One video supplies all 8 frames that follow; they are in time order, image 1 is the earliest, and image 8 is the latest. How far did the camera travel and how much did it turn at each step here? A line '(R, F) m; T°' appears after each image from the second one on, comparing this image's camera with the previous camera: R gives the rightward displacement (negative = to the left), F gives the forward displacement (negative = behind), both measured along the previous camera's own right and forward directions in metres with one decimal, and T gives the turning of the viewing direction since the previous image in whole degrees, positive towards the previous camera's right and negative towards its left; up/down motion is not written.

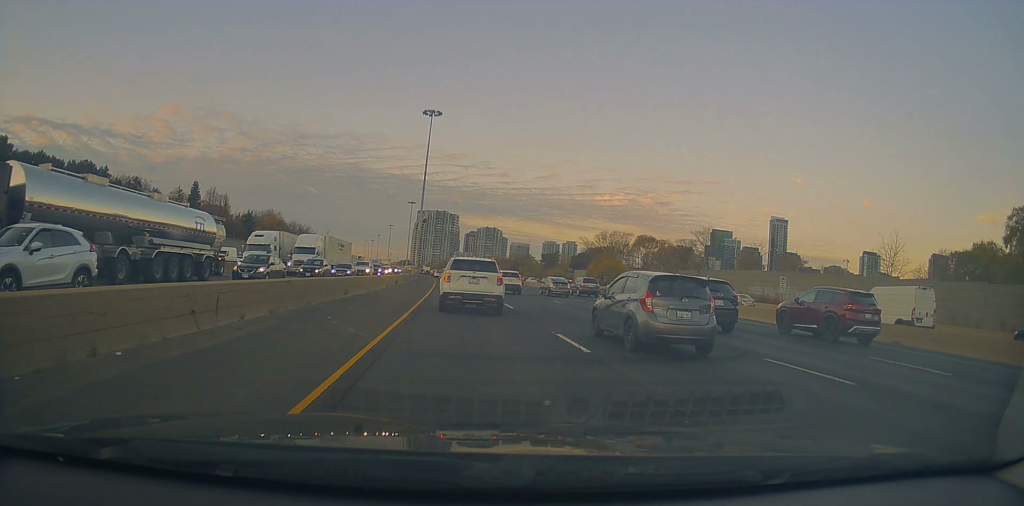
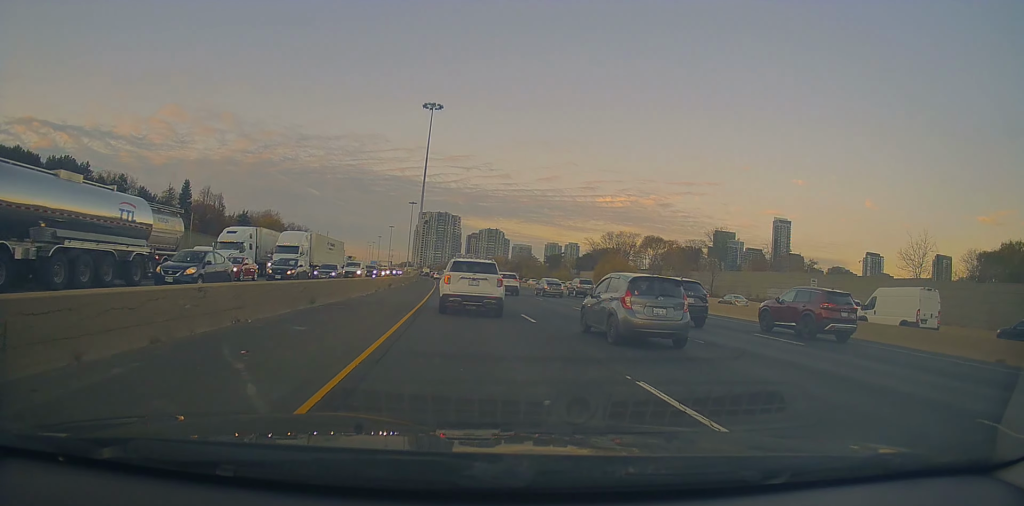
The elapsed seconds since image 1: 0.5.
(+0.1, +5.7) m; 0°
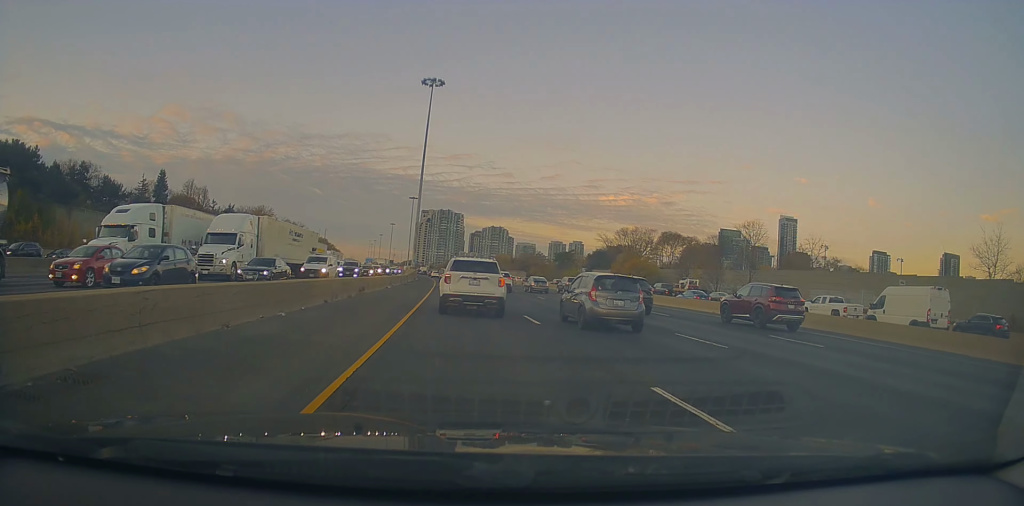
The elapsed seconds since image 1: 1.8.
(-0.4, +13.1) m; -1°
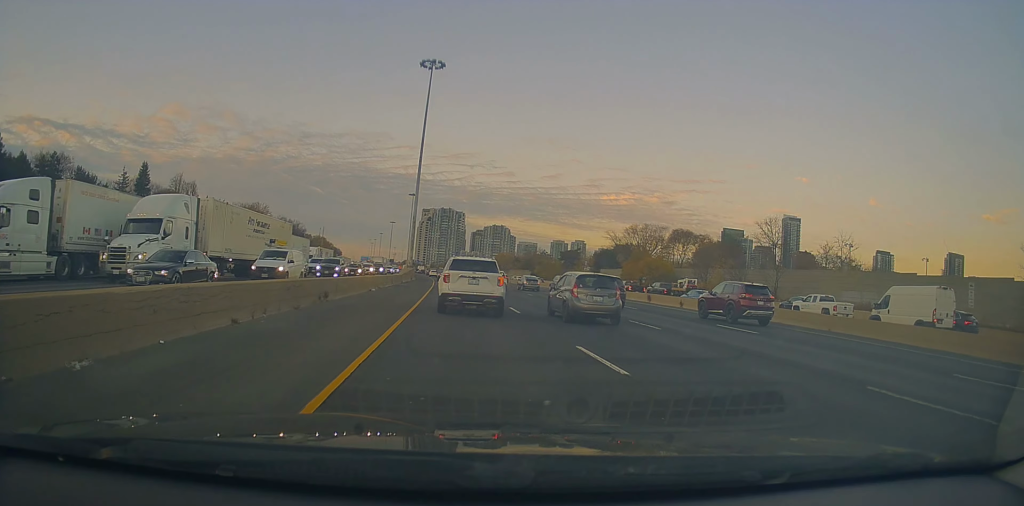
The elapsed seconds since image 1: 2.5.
(0.0, +8.0) m; 0°
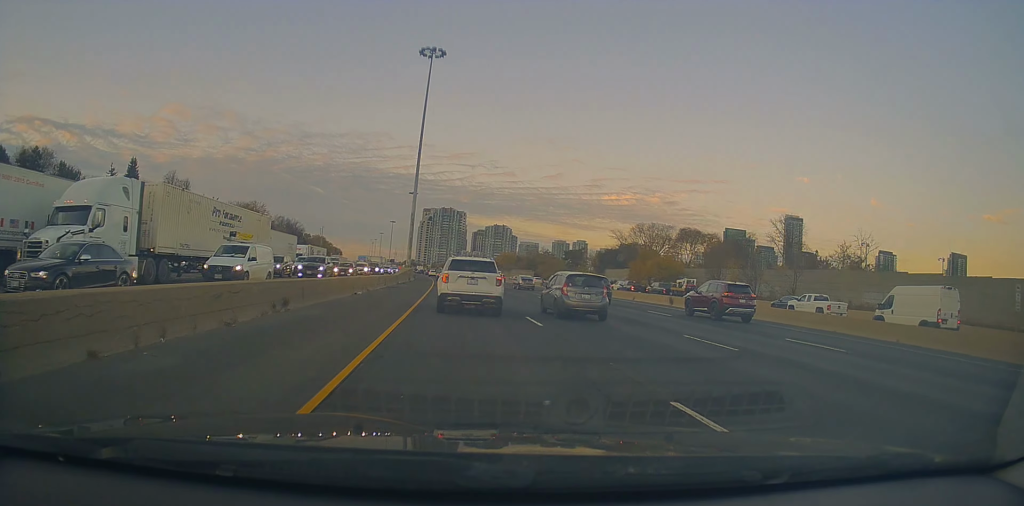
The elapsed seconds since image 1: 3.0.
(+0.3, +4.8) m; -1°
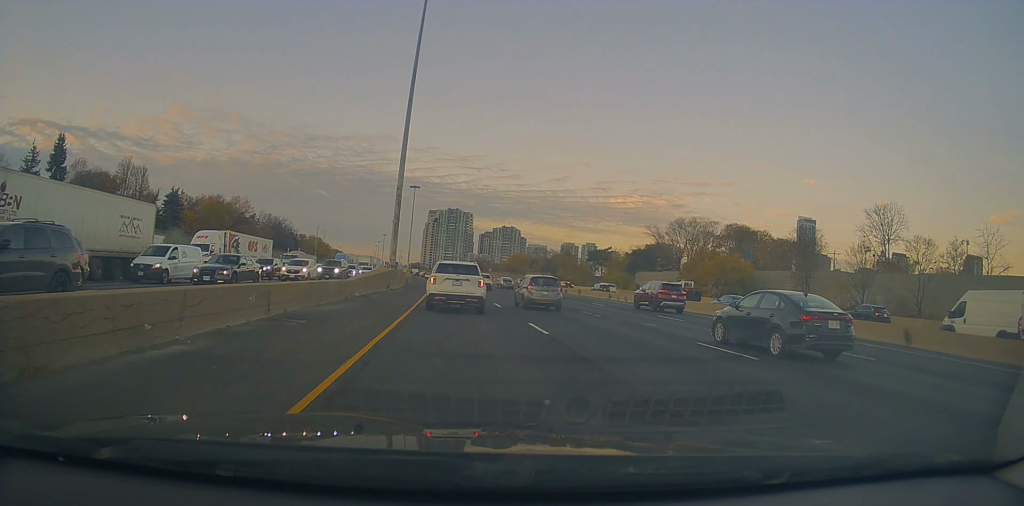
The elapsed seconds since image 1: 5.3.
(-0.6, +25.0) m; +1°
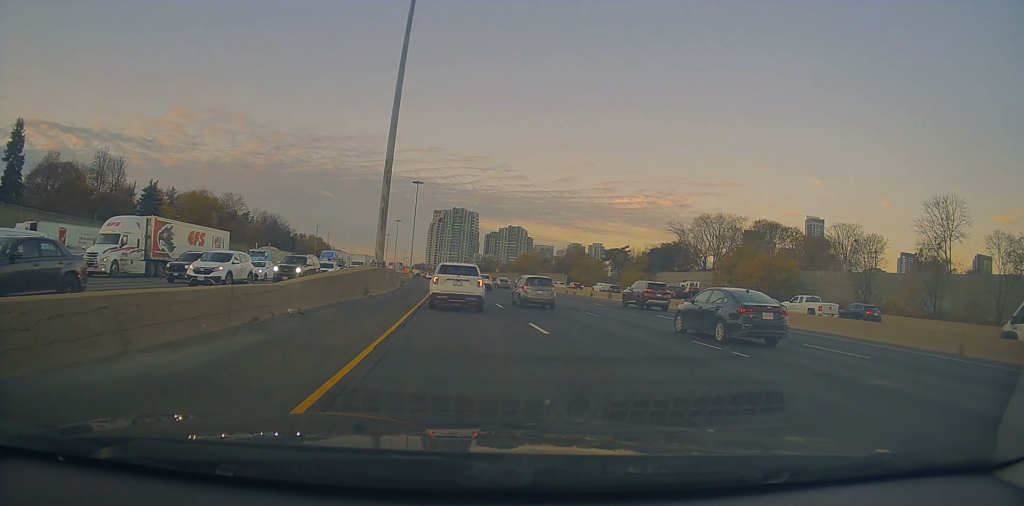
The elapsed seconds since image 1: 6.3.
(0.0, +11.5) m; -2°
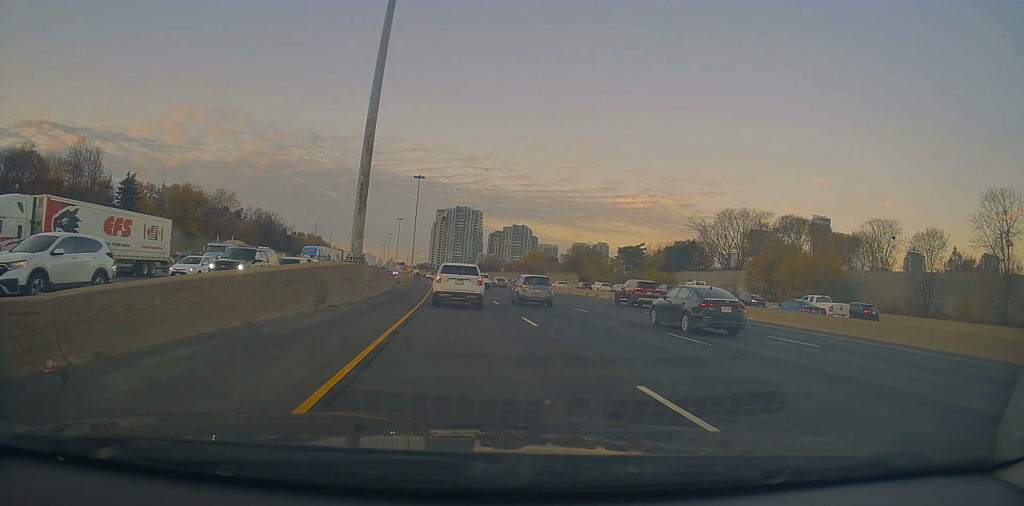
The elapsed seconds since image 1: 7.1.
(-0.4, +9.9) m; -2°
